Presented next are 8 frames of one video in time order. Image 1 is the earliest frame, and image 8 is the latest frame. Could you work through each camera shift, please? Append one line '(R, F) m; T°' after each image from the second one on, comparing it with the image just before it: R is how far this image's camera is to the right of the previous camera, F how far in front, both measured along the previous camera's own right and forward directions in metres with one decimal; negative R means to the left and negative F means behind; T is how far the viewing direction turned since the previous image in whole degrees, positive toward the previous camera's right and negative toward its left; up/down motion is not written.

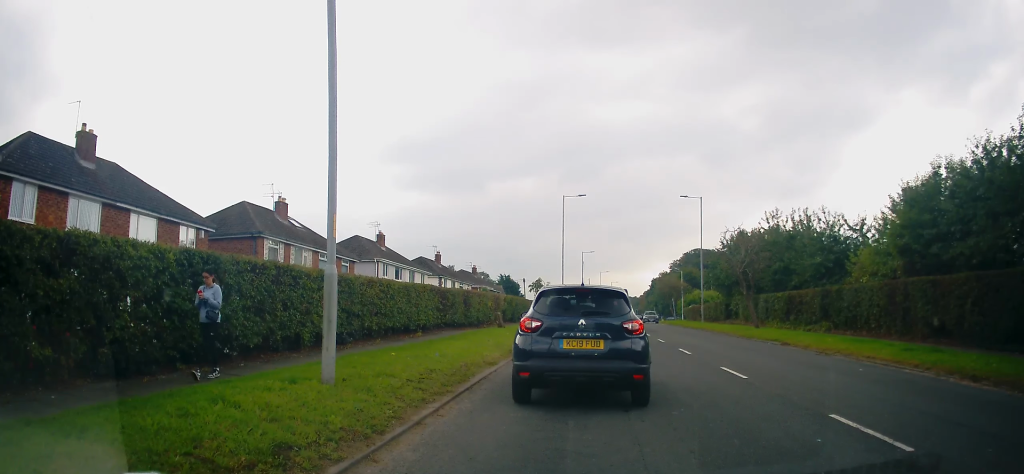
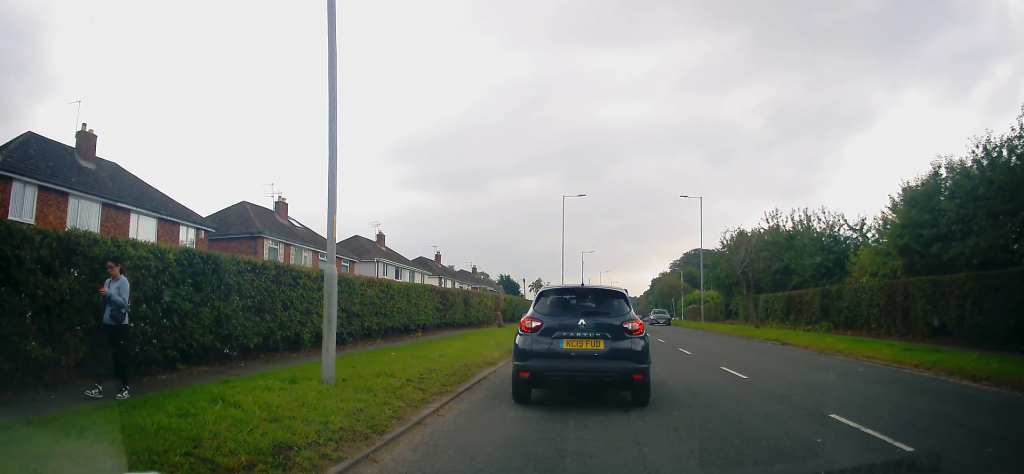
(0.0, 0.0) m; 0°
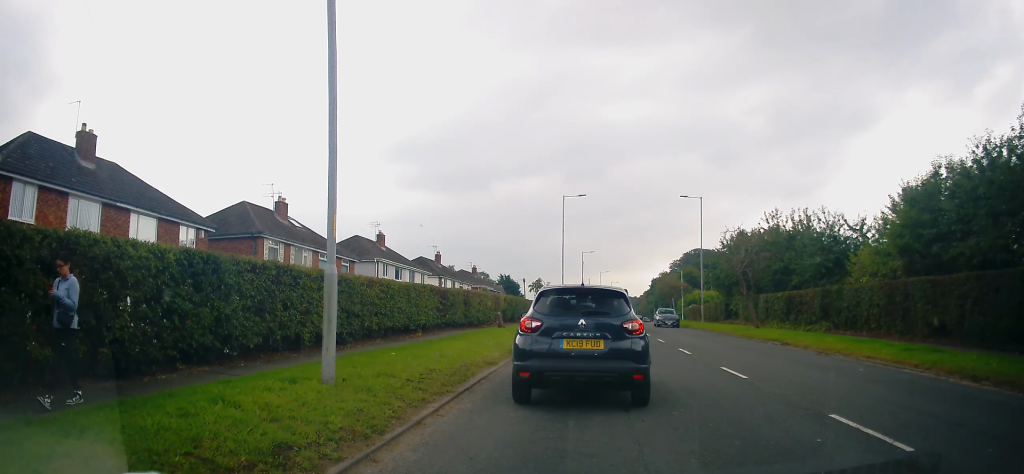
(0.0, 0.0) m; 0°
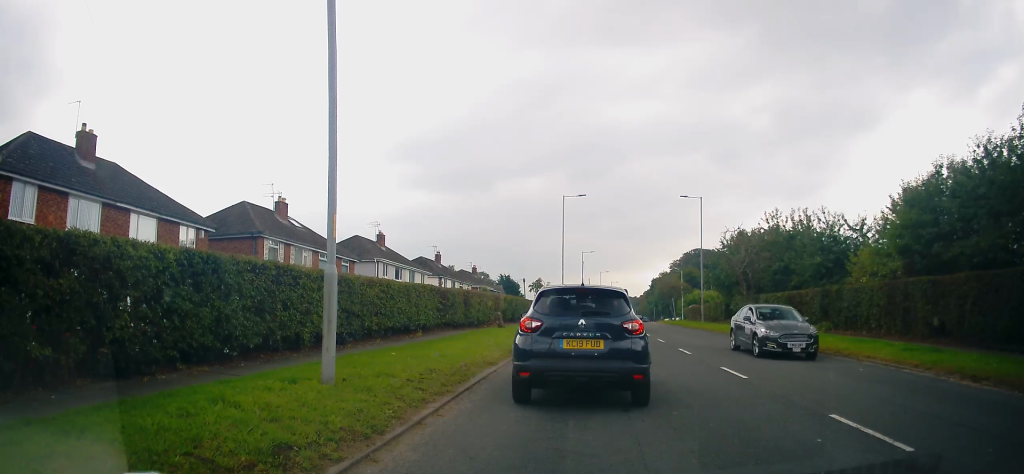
(0.0, 0.0) m; 0°
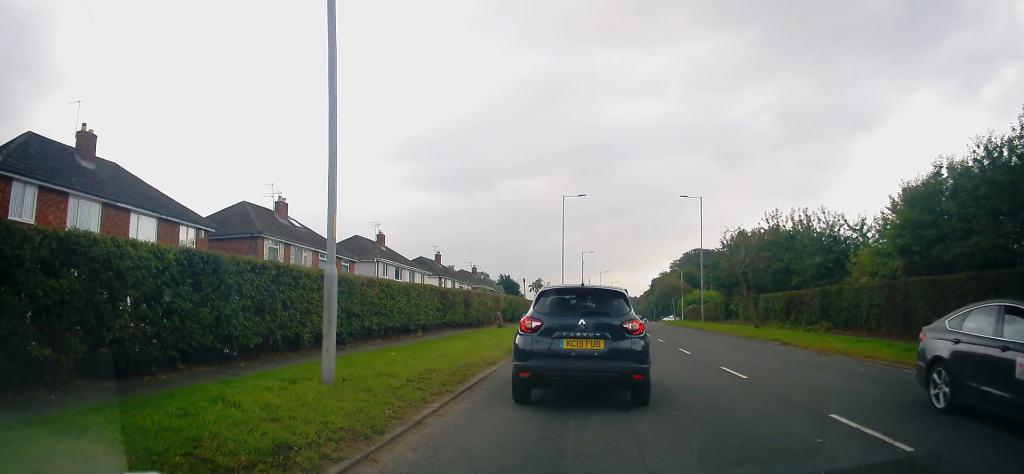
(0.0, 0.0) m; 0°
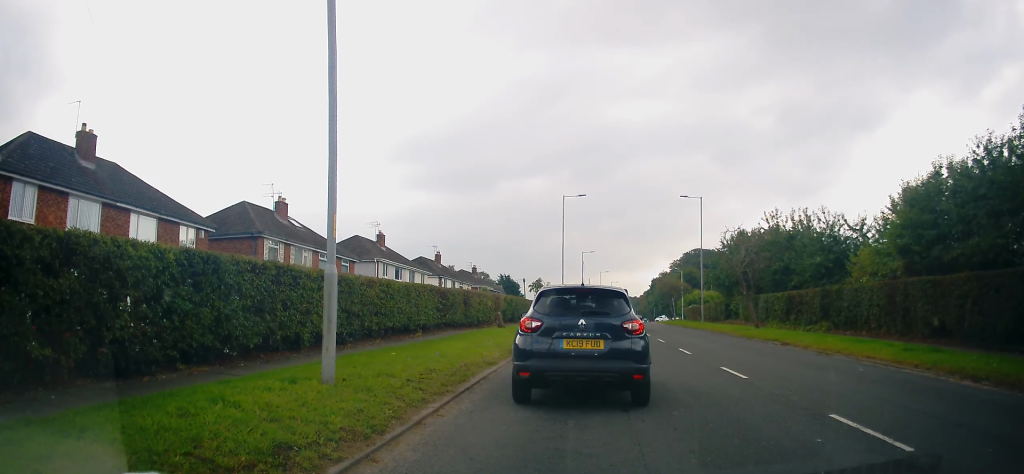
(0.0, 0.0) m; 0°
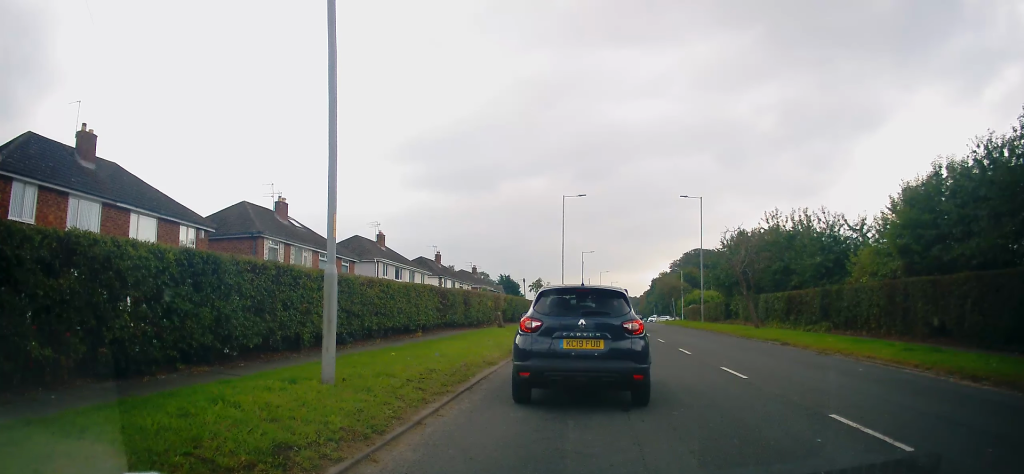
(0.0, 0.0) m; 0°
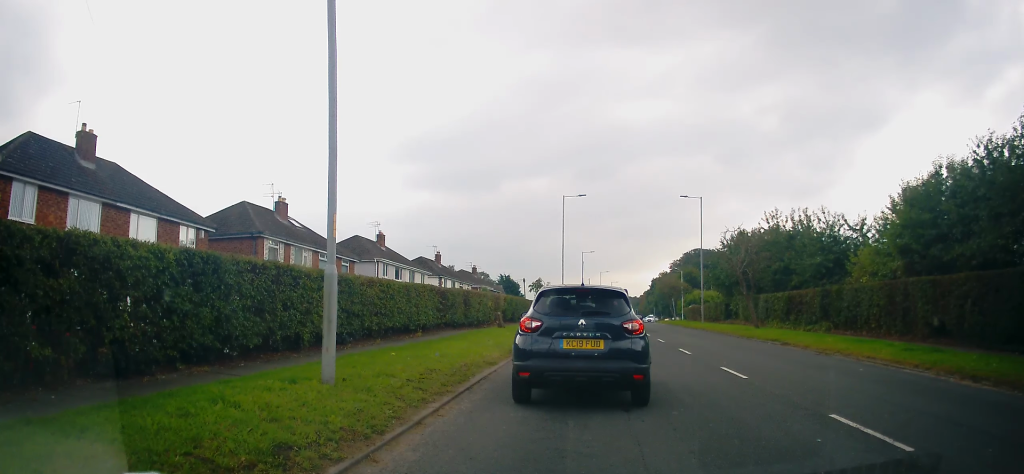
(0.0, 0.0) m; 0°
